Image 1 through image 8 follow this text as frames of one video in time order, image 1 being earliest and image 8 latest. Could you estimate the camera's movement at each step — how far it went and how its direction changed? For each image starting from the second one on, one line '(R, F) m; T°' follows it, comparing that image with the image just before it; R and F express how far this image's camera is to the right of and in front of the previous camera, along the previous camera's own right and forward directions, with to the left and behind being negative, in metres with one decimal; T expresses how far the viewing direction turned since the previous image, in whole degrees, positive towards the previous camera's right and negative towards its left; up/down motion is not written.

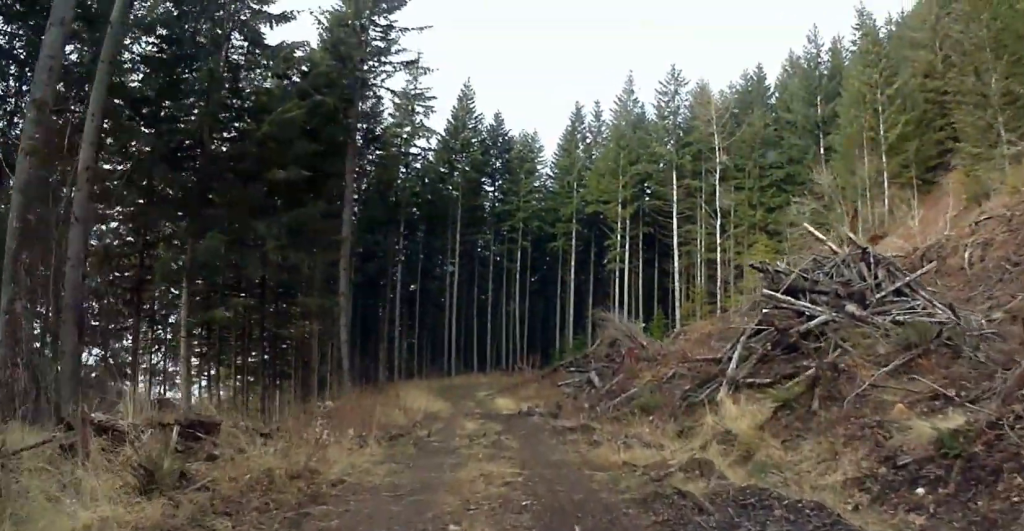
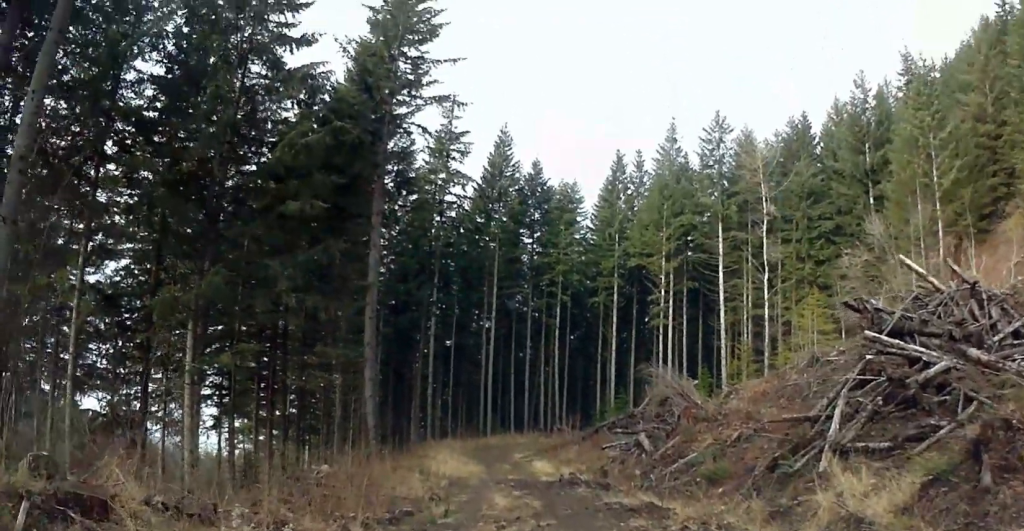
(-0.3, +7.1) m; -4°
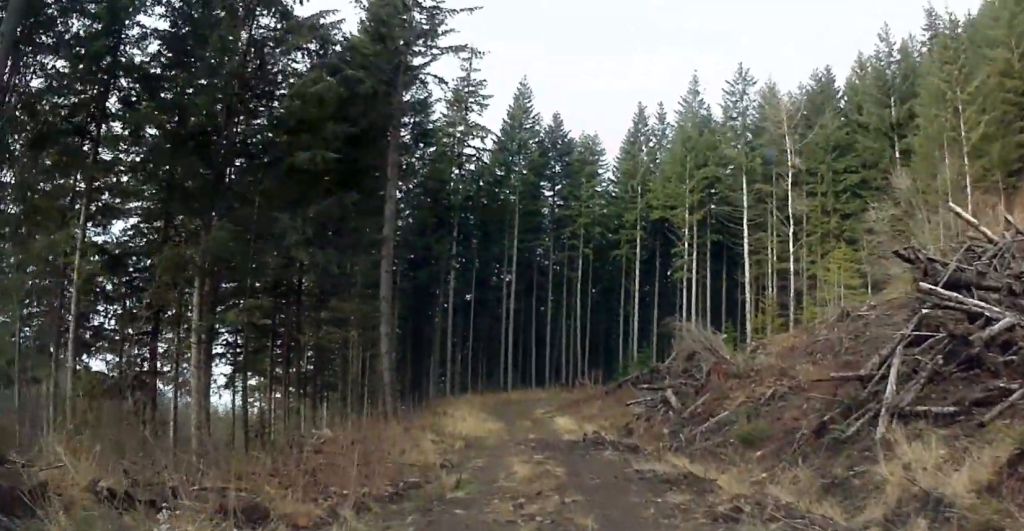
(0.0, +2.5) m; 0°
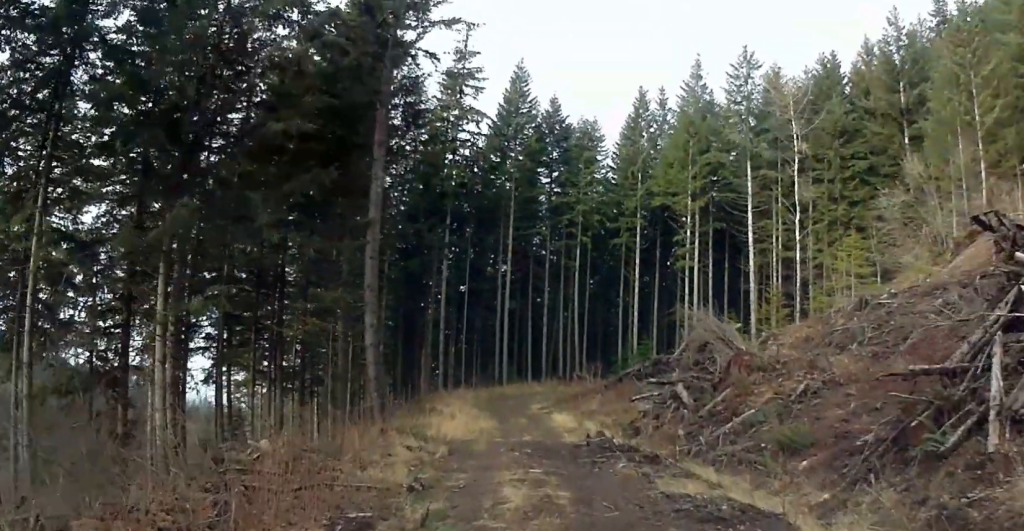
(0.0, +3.6) m; 0°
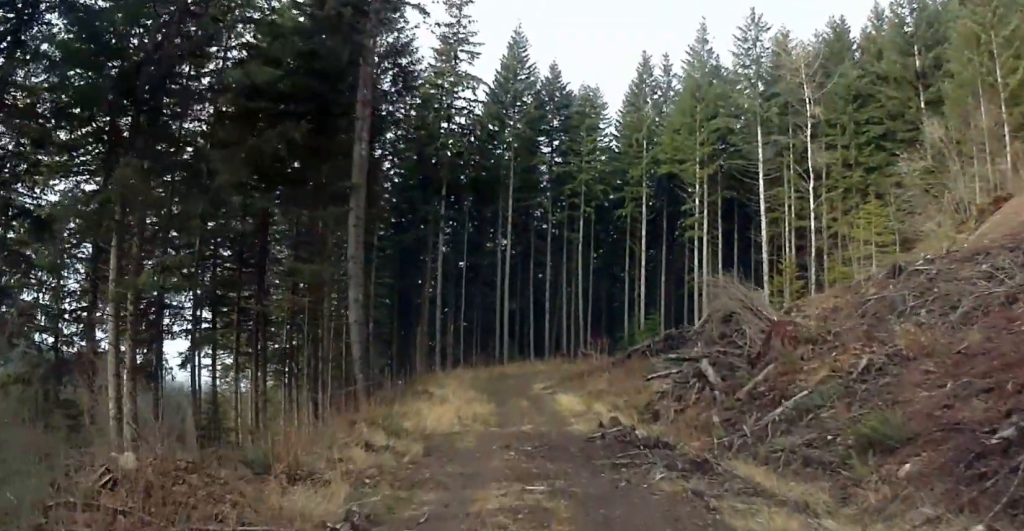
(0.0, +3.0) m; 0°
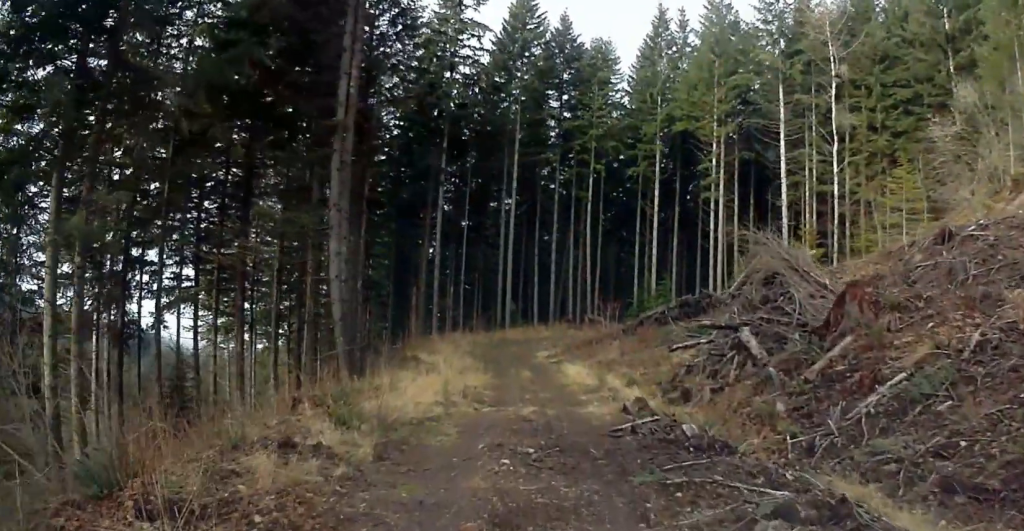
(0.0, +4.2) m; 0°
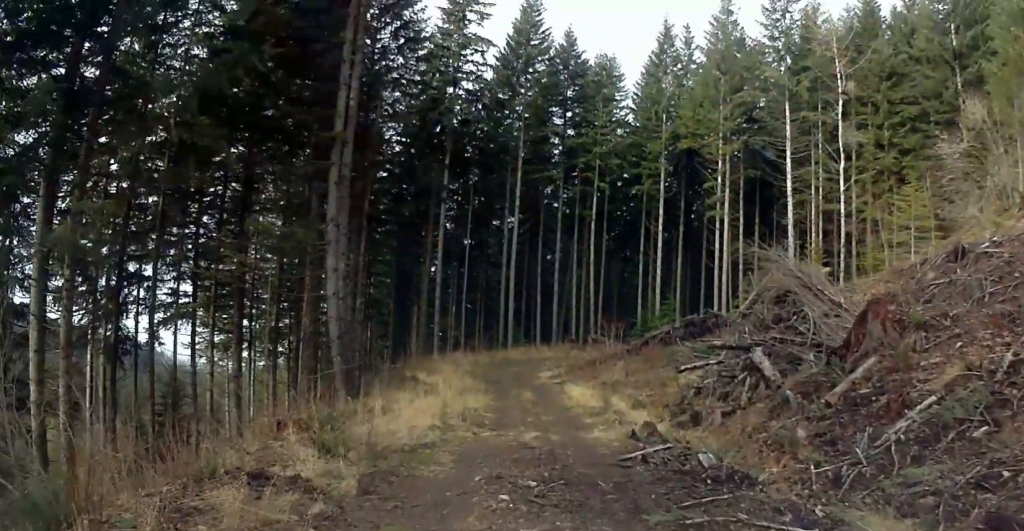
(0.0, +1.6) m; 0°
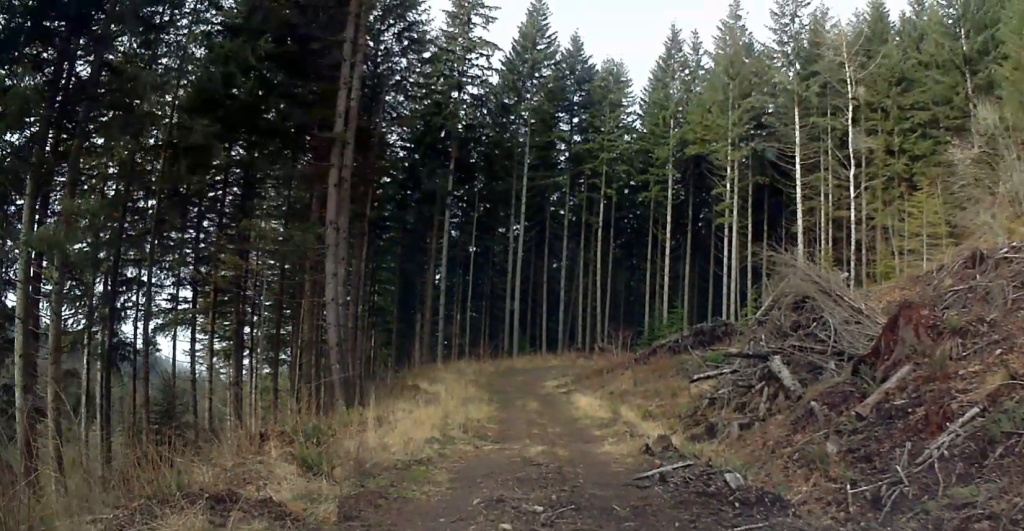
(-0.1, +4.3) m; -8°
